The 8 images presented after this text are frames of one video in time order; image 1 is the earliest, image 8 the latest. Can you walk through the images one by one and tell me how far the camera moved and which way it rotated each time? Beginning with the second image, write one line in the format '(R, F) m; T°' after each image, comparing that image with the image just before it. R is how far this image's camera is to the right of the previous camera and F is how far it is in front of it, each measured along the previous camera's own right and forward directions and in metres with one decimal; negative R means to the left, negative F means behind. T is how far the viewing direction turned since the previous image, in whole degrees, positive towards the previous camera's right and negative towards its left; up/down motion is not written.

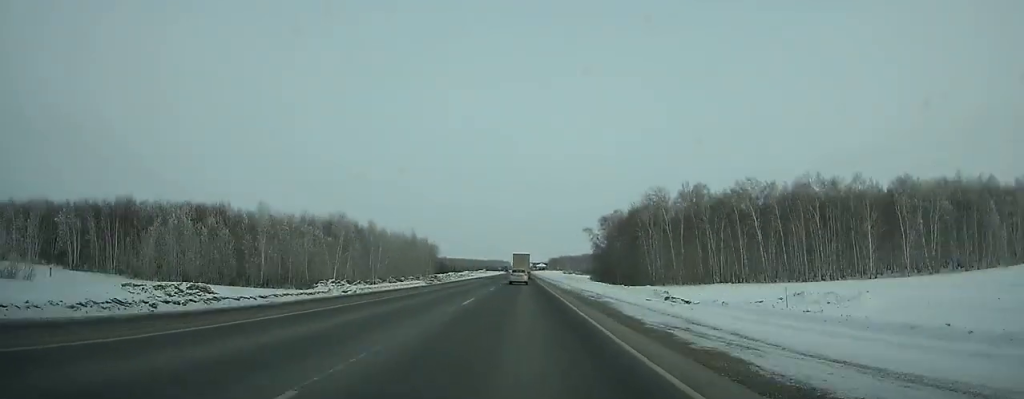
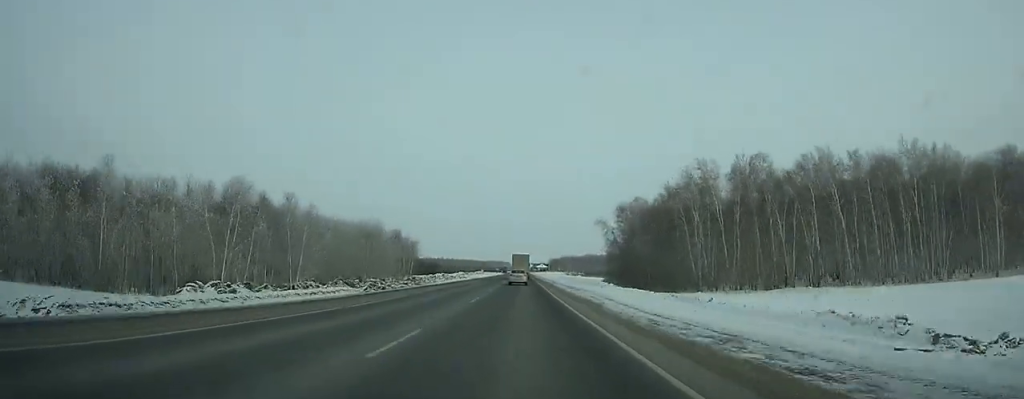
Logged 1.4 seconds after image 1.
(0.0, +30.1) m; 0°
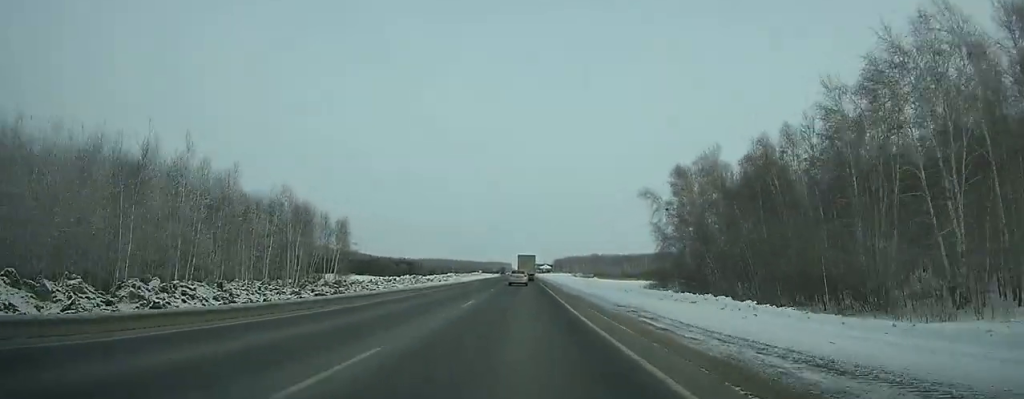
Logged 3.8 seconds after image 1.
(0.0, +51.4) m; 0°
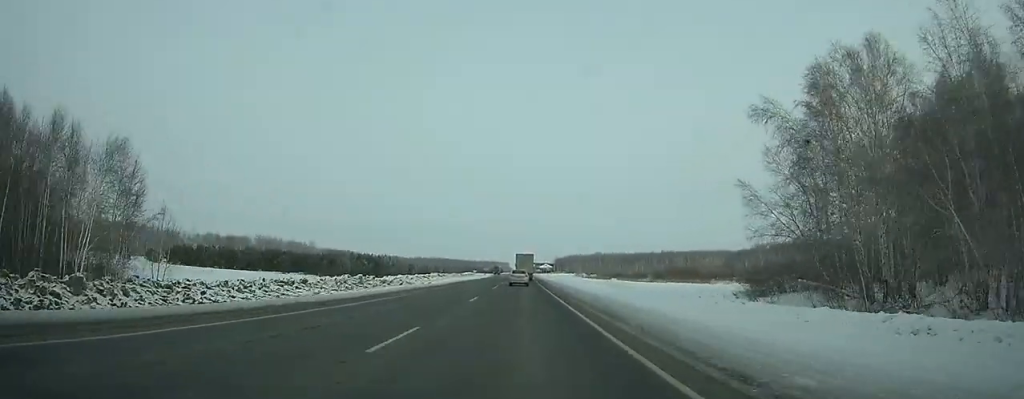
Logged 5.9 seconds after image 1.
(+0.2, +44.7) m; 0°
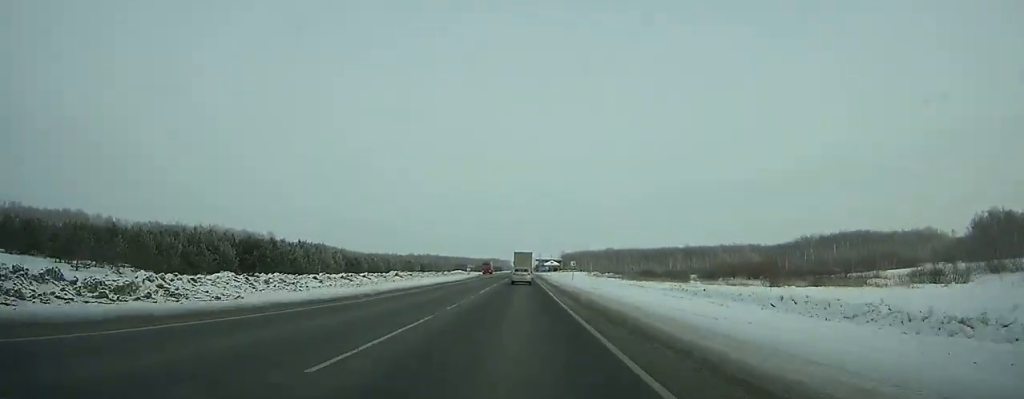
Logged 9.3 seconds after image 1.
(-0.2, +72.3) m; 0°
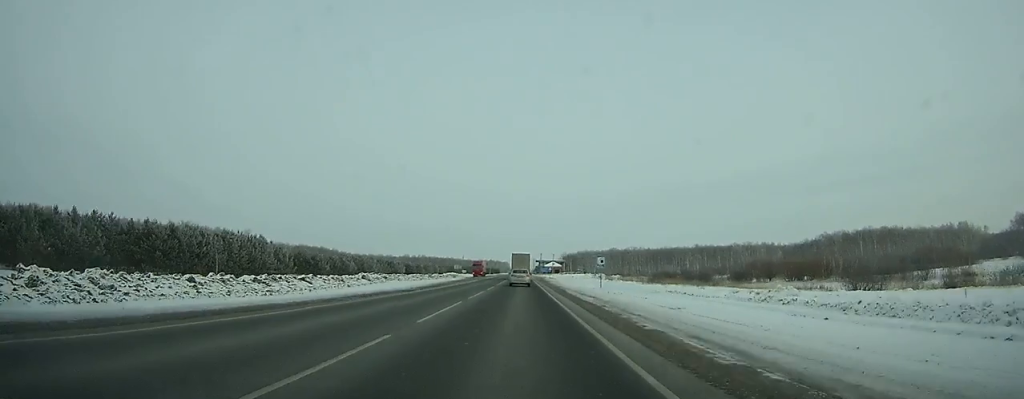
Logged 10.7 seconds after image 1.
(+0.1, +29.8) m; 0°
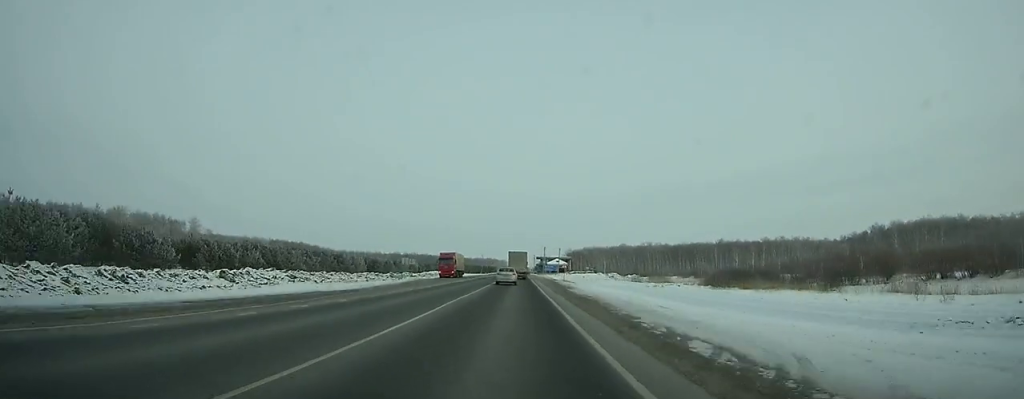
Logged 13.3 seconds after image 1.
(0.0, +55.4) m; 0°
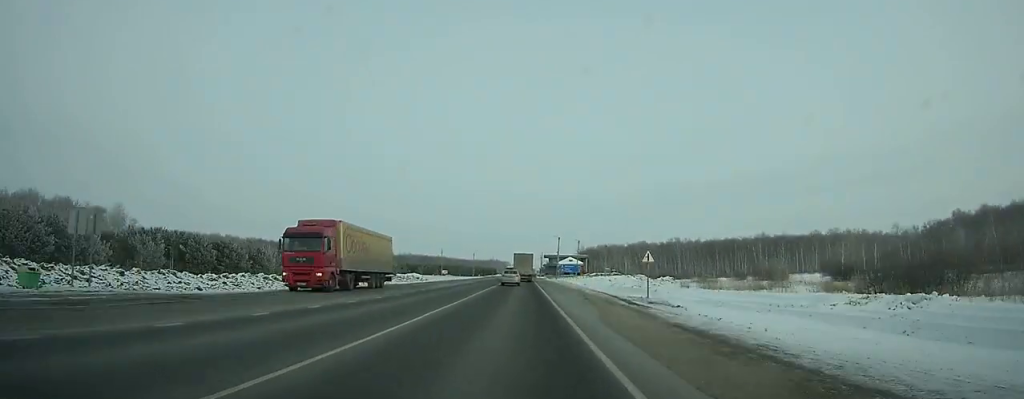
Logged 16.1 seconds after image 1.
(-0.1, +59.8) m; 0°
